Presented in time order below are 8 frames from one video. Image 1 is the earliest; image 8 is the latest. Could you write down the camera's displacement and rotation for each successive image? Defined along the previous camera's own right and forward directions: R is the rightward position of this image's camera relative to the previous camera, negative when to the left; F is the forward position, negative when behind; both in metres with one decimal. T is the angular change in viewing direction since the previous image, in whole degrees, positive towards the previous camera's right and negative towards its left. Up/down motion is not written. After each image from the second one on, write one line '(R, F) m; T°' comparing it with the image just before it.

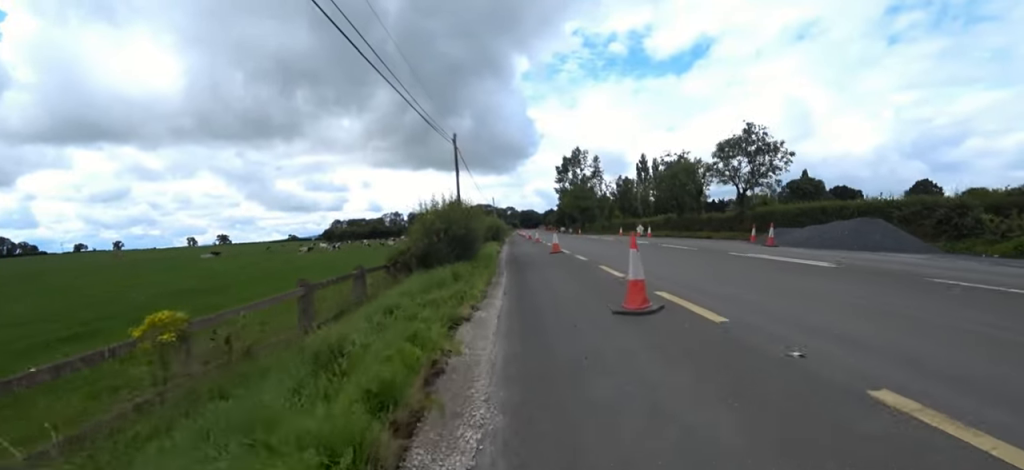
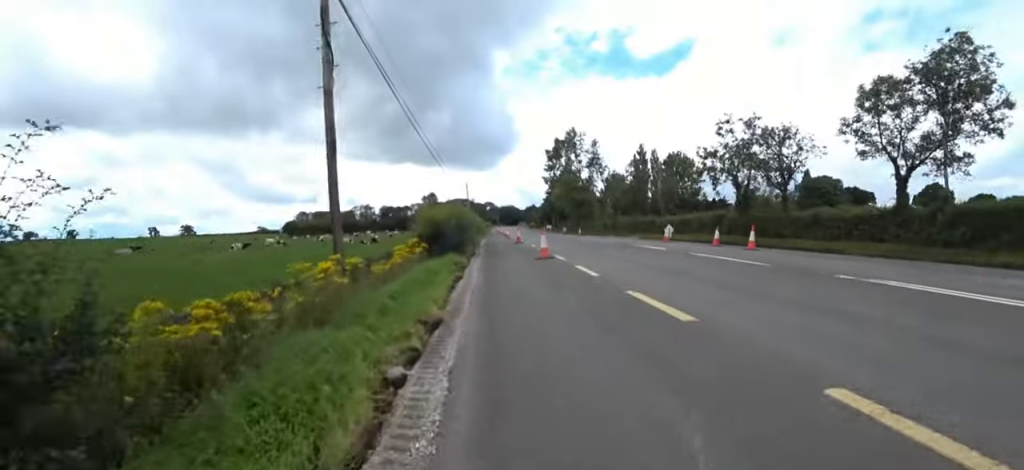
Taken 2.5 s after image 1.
(+0.2, +16.8) m; 0°
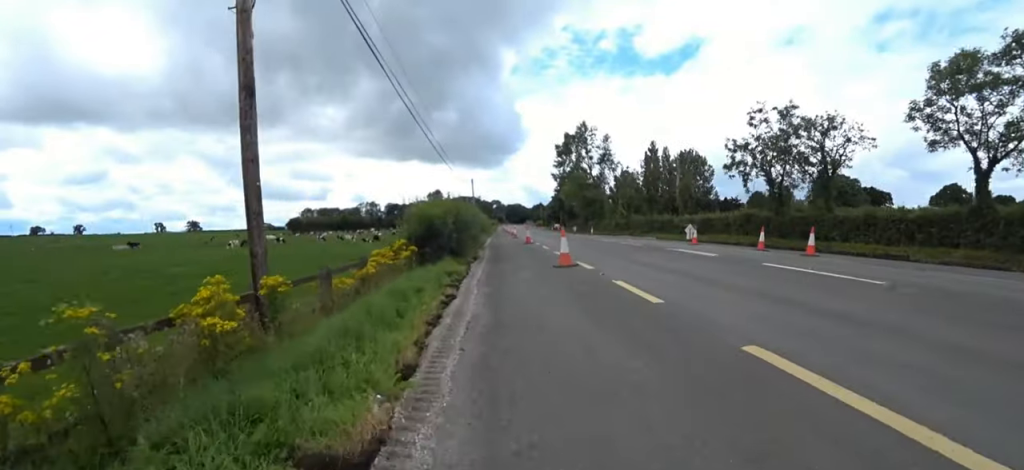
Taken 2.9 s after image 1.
(+0.2, +3.1) m; 0°
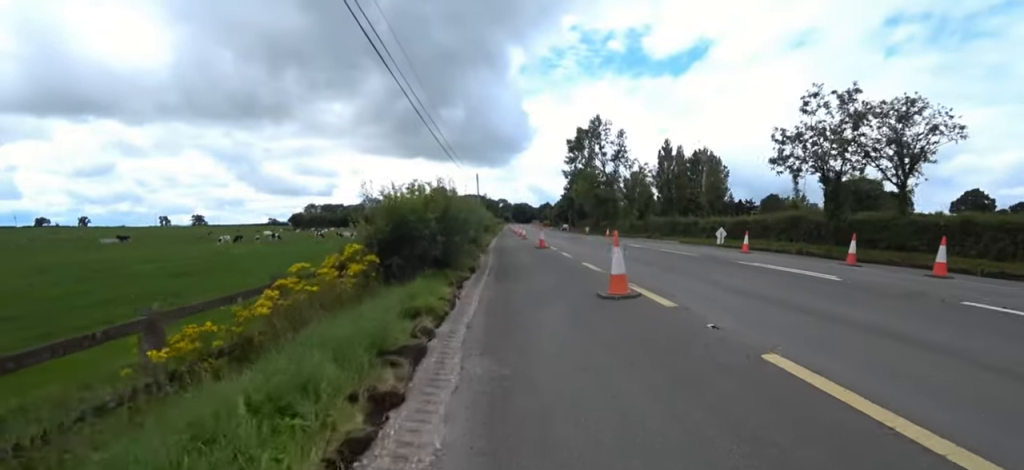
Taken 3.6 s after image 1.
(-0.2, +4.6) m; -1°
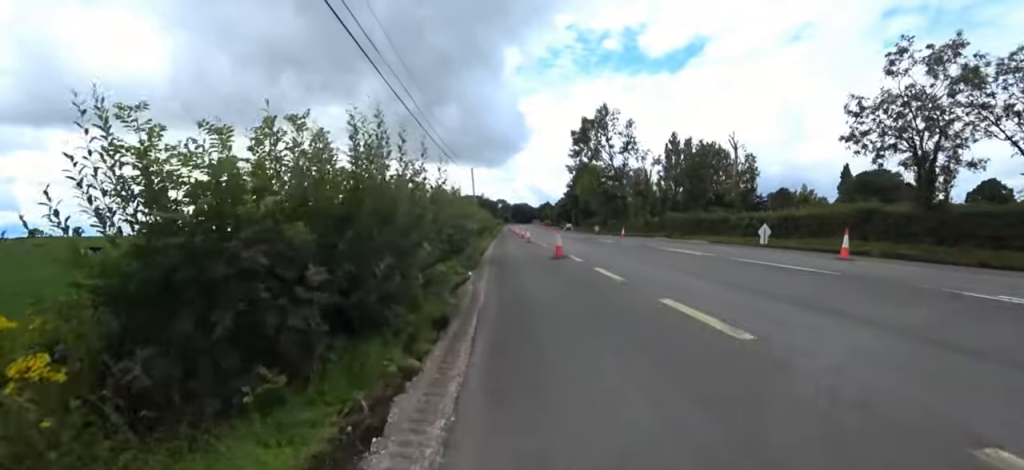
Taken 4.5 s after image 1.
(0.0, +6.0) m; 0°
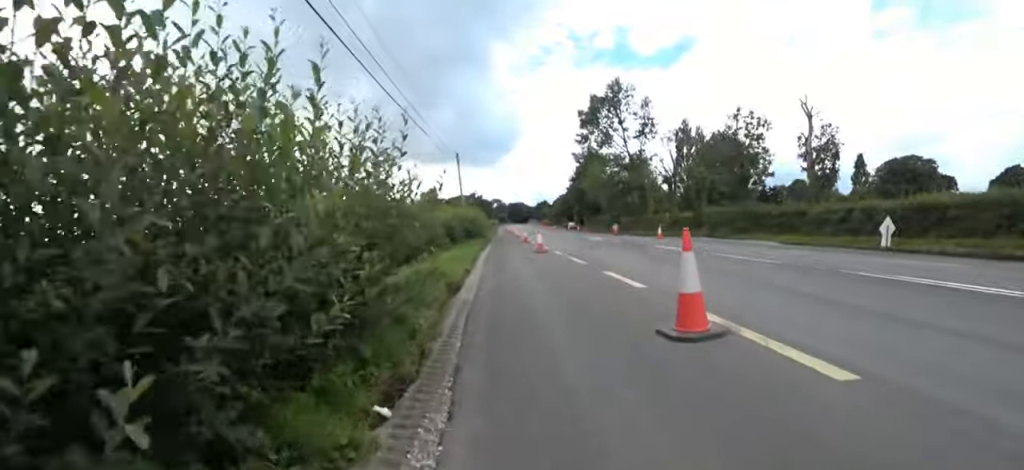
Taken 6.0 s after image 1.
(+0.1, +10.1) m; -1°
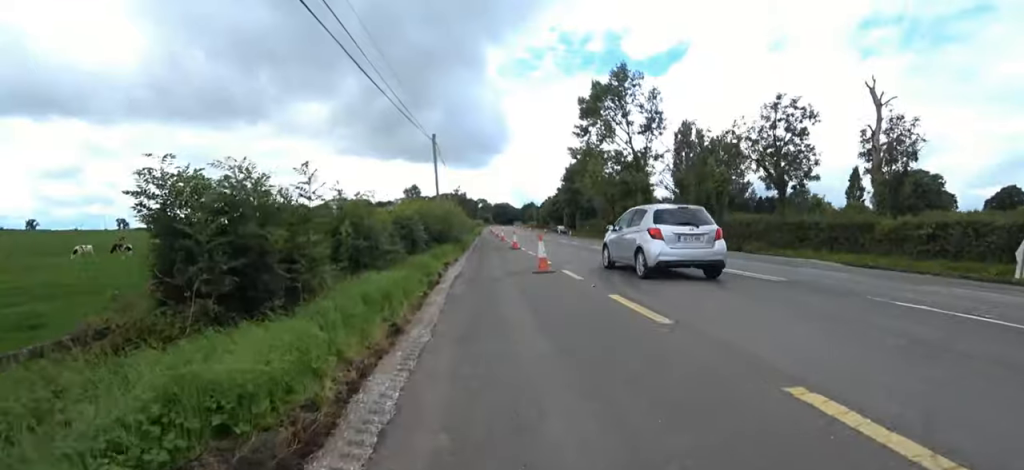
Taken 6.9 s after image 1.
(-0.2, +6.6) m; +1°
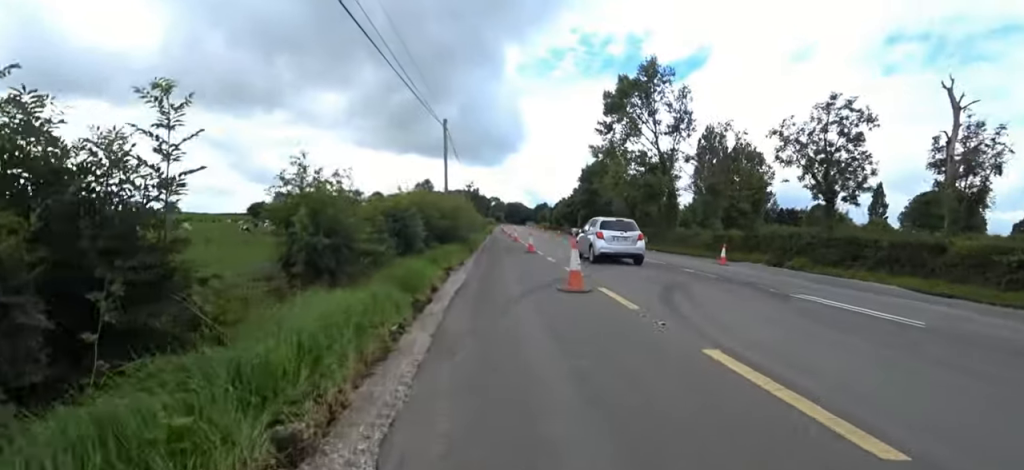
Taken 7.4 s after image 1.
(+0.1, +2.7) m; +1°
